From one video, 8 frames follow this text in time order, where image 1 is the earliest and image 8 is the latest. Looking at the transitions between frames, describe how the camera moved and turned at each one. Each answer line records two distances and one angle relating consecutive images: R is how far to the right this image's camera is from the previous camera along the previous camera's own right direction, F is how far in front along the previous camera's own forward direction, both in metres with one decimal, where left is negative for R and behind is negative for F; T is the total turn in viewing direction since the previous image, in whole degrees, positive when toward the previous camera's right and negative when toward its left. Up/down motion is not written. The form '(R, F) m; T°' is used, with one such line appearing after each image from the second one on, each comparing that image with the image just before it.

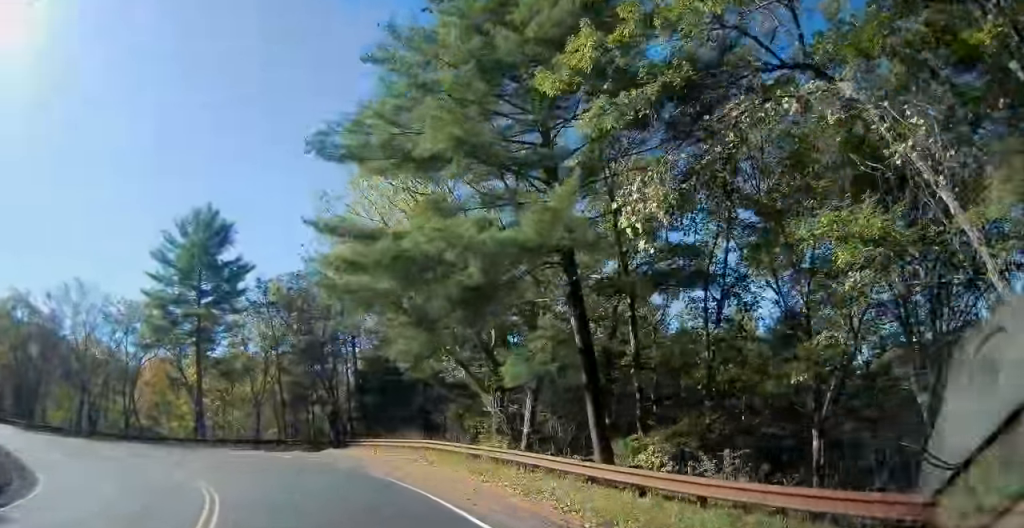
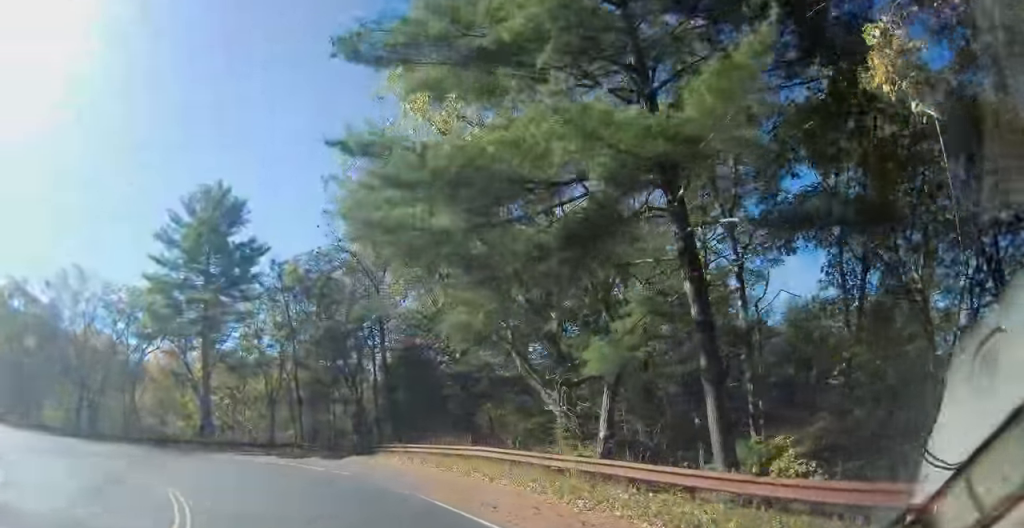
(0.0, +5.7) m; 0°
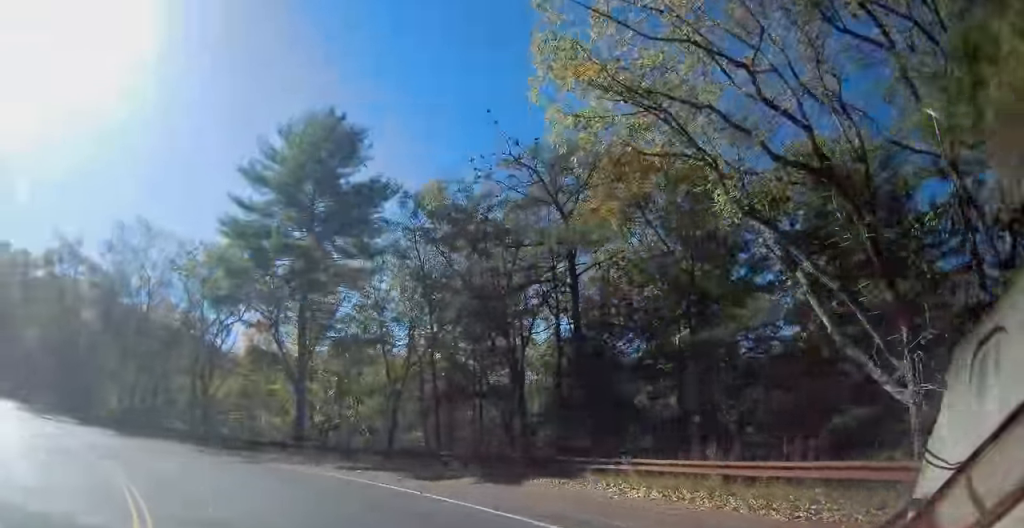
(+0.2, +11.3) m; +1°
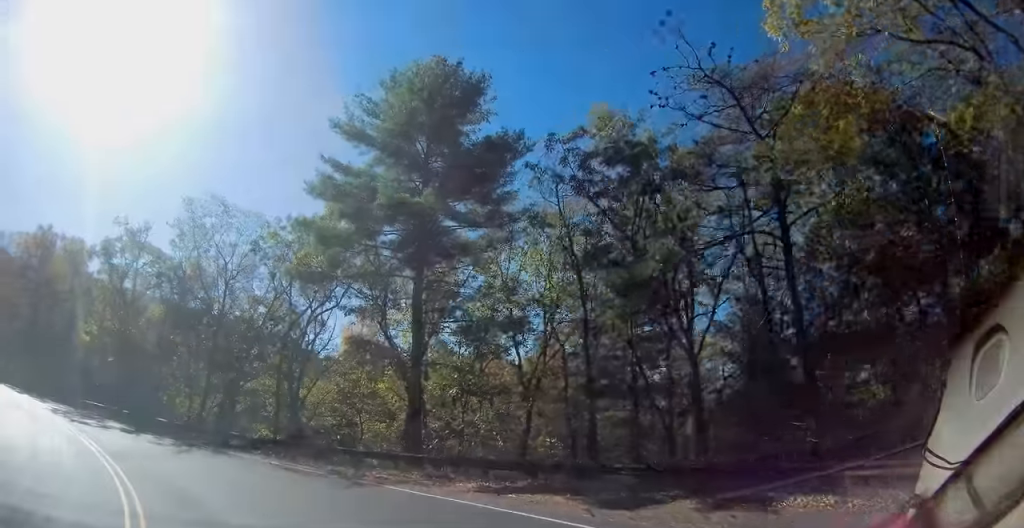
(+0.1, +6.0) m; -5°
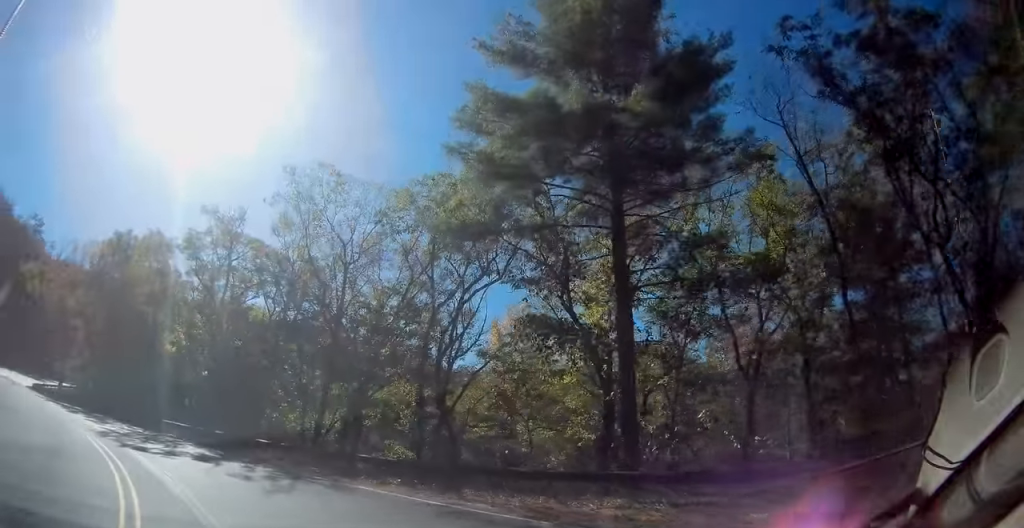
(-0.6, +6.8) m; -15°
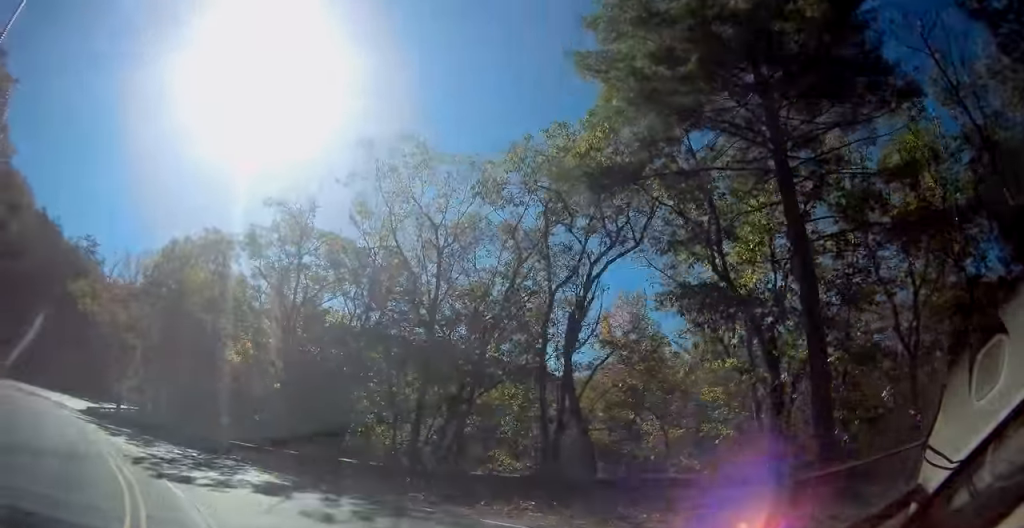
(0.0, +4.0) m; -11°
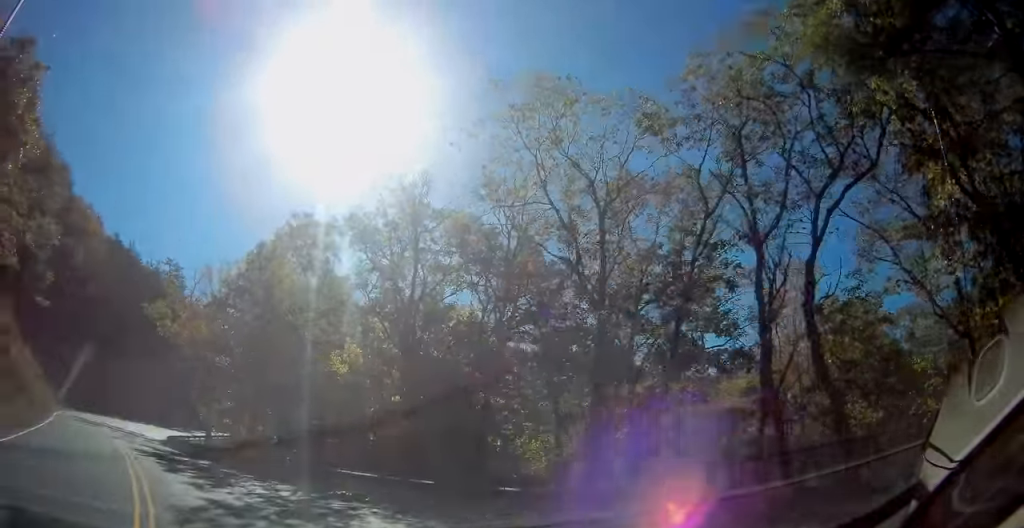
(-1.2, +5.2) m; -11°
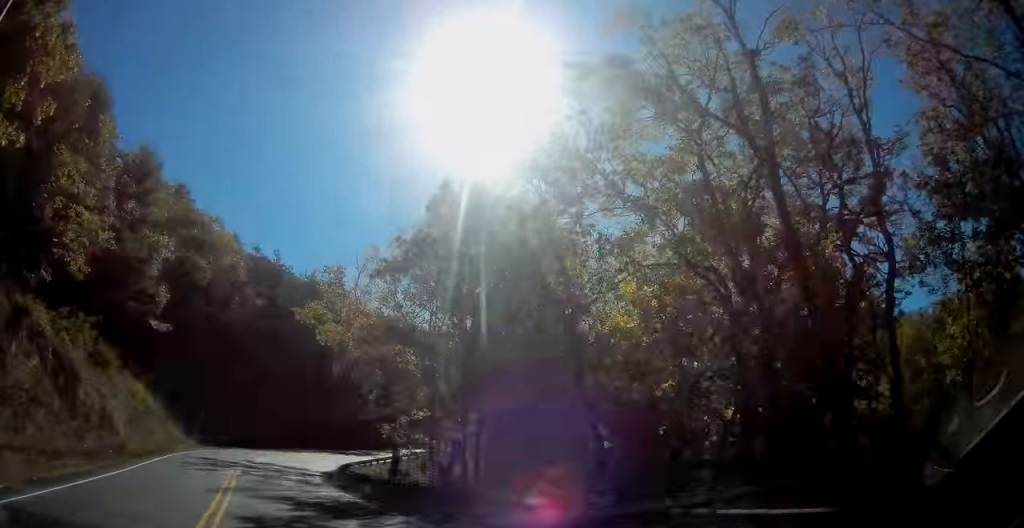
(-1.4, +11.2) m; -17°
